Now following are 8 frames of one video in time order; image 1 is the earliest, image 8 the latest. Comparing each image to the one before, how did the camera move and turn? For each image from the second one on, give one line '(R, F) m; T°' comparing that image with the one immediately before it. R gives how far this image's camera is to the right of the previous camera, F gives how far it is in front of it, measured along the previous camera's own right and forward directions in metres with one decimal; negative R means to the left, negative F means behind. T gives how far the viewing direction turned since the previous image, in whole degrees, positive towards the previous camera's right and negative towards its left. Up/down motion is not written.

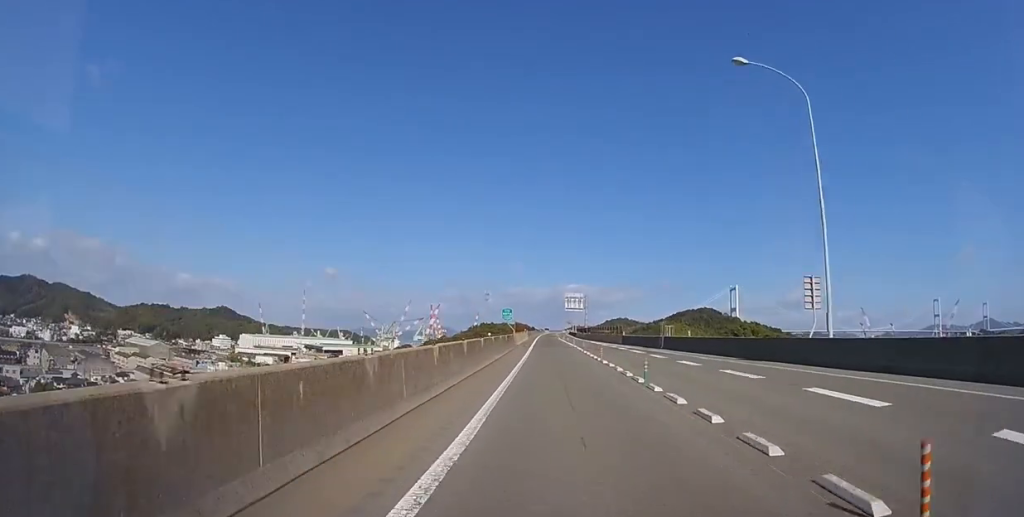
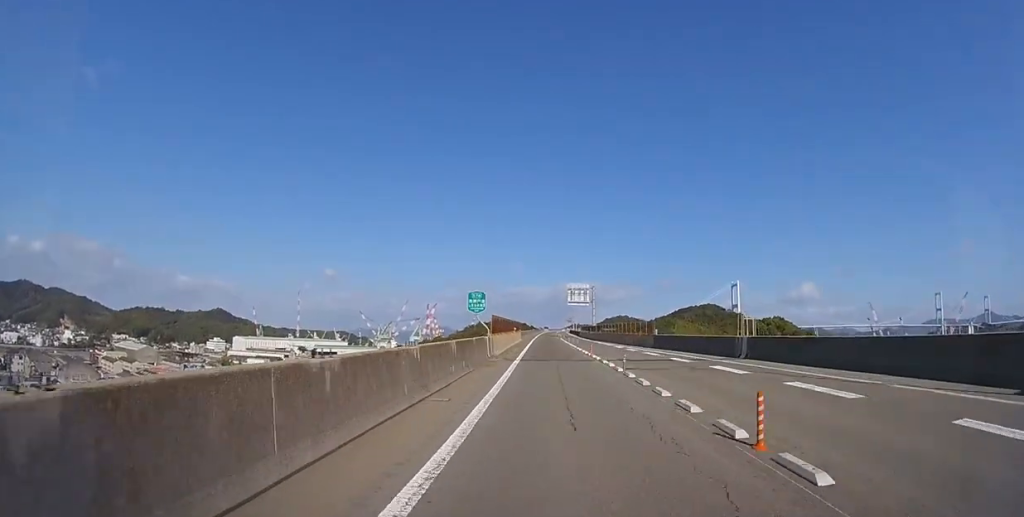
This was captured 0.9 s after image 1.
(+0.7, +17.0) m; +2°
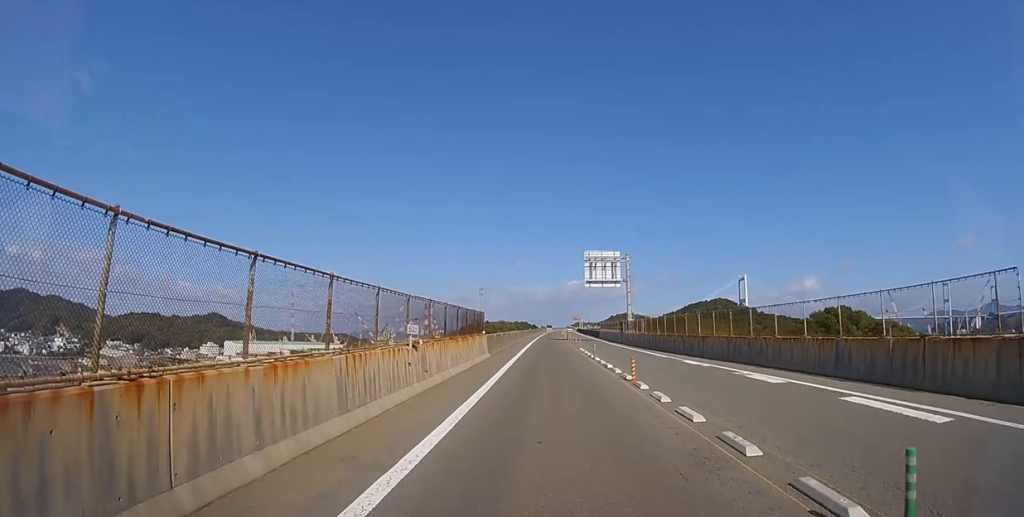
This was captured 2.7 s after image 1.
(-0.2, +35.2) m; -1°
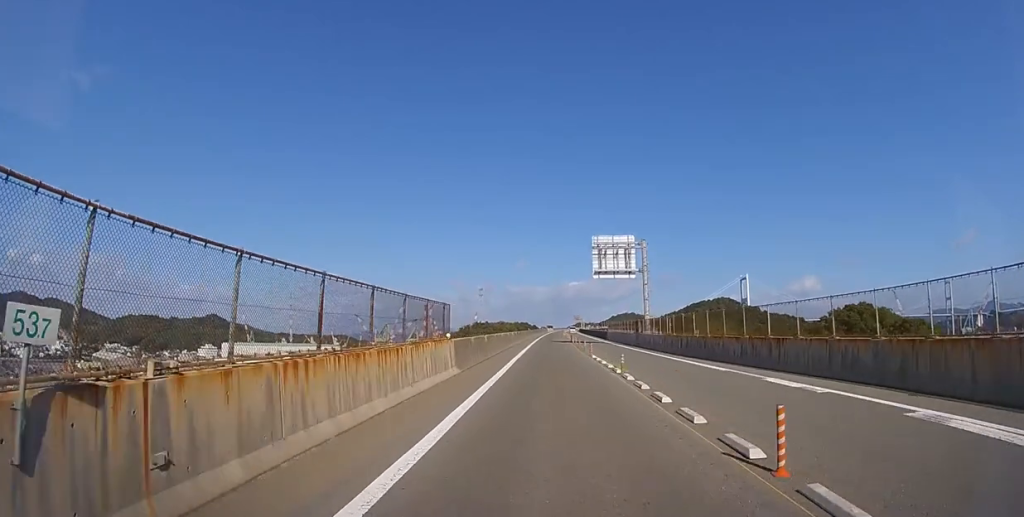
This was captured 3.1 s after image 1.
(0.0, +8.3) m; 0°
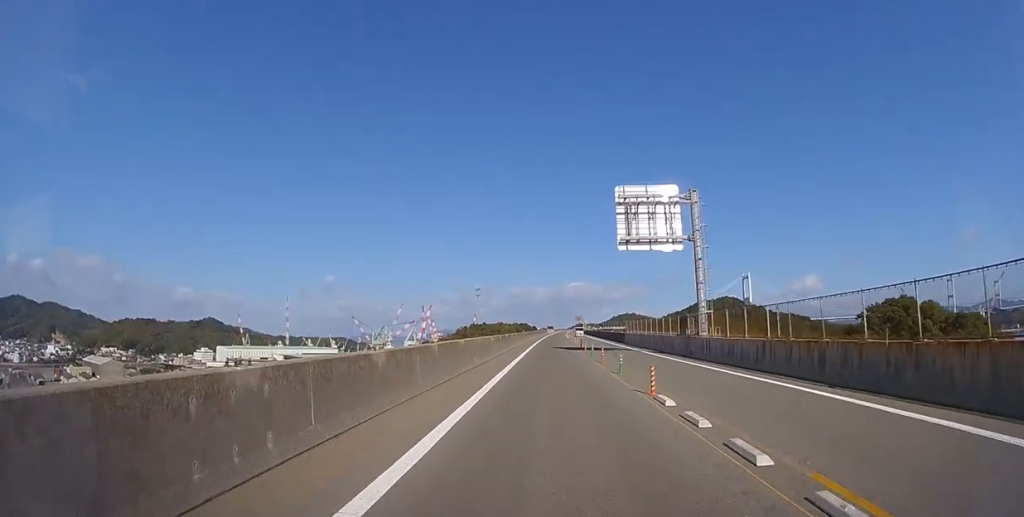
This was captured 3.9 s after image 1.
(0.0, +14.5) m; 0°
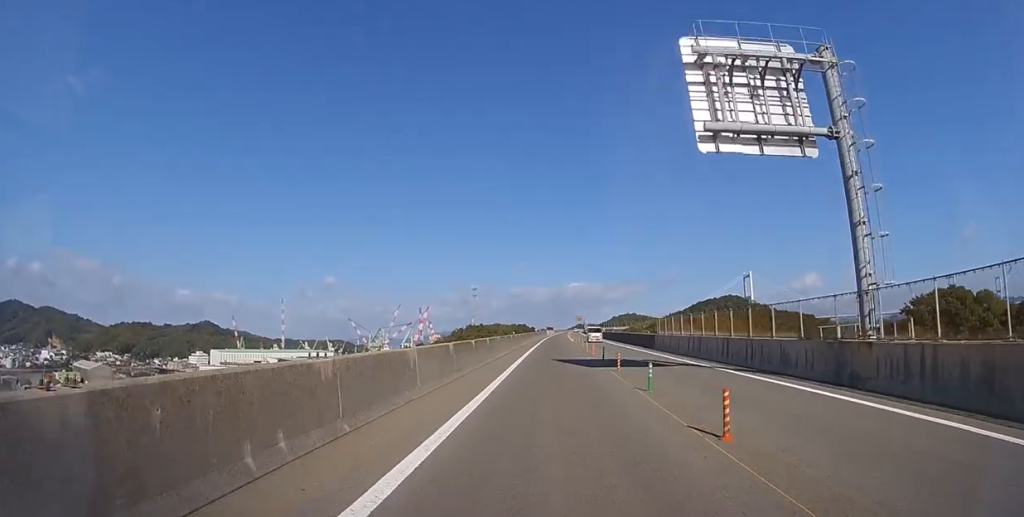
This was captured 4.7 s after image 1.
(0.0, +15.0) m; 0°
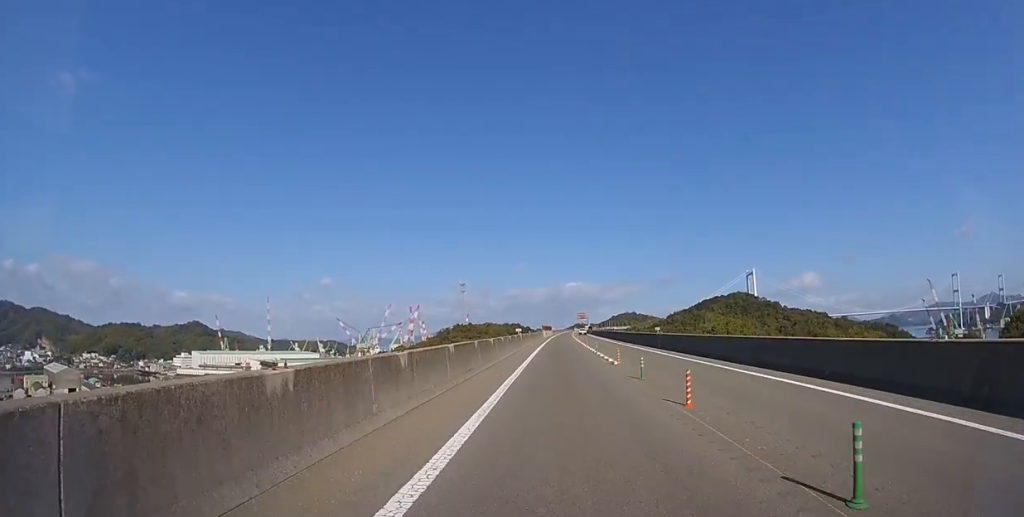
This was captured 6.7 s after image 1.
(+0.1, +37.6) m; 0°
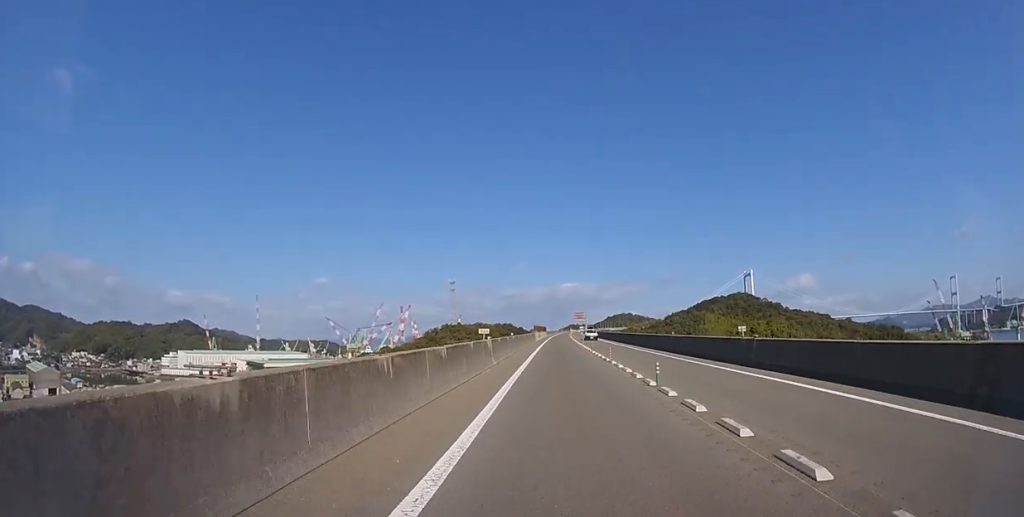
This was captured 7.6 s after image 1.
(0.0, +16.6) m; 0°
